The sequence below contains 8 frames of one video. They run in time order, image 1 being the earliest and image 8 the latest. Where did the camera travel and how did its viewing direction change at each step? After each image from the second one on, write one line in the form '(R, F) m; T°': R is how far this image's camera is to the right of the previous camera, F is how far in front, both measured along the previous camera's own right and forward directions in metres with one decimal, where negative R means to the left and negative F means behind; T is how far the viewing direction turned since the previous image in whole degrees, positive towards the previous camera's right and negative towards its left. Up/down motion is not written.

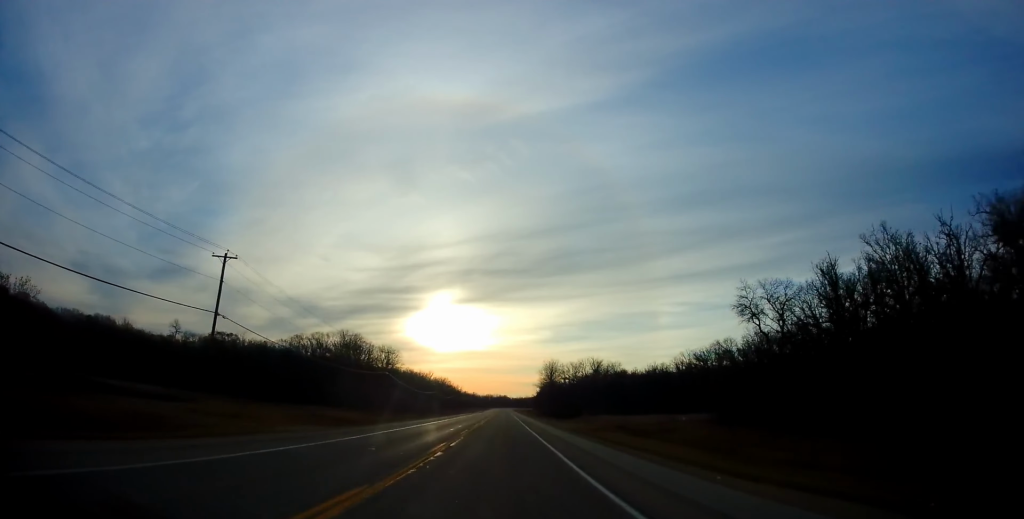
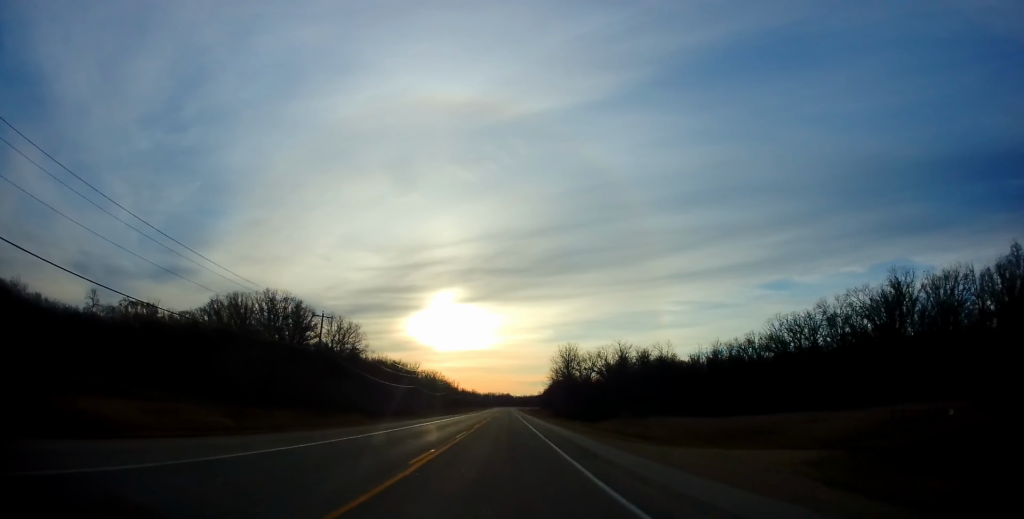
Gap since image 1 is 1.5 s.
(+0.3, +36.6) m; 0°
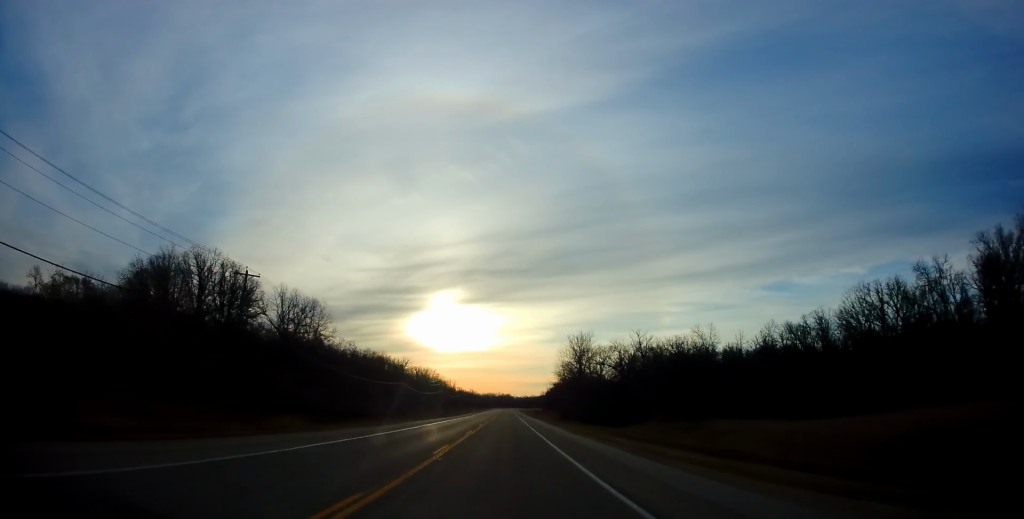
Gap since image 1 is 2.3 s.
(-0.2, +17.9) m; -1°
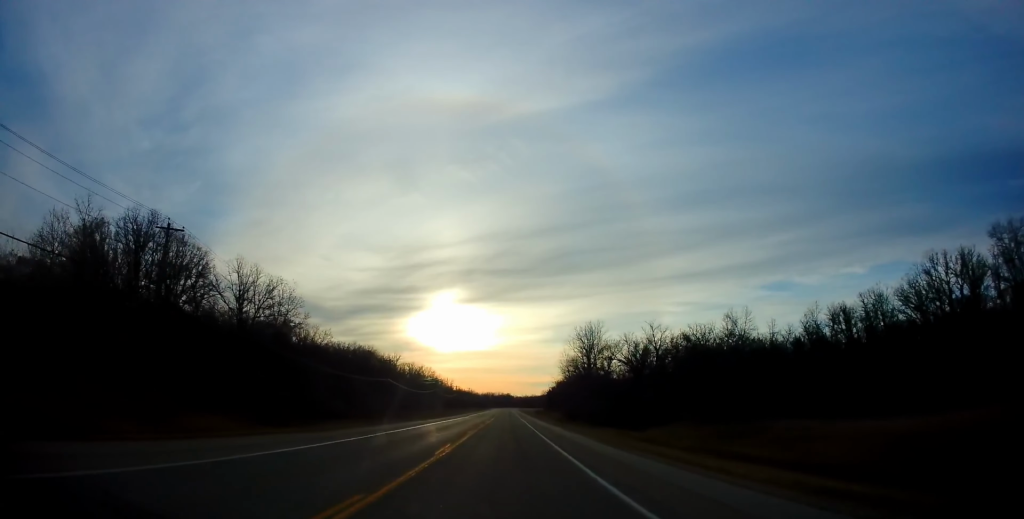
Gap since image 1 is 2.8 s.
(0.0, +10.4) m; 0°
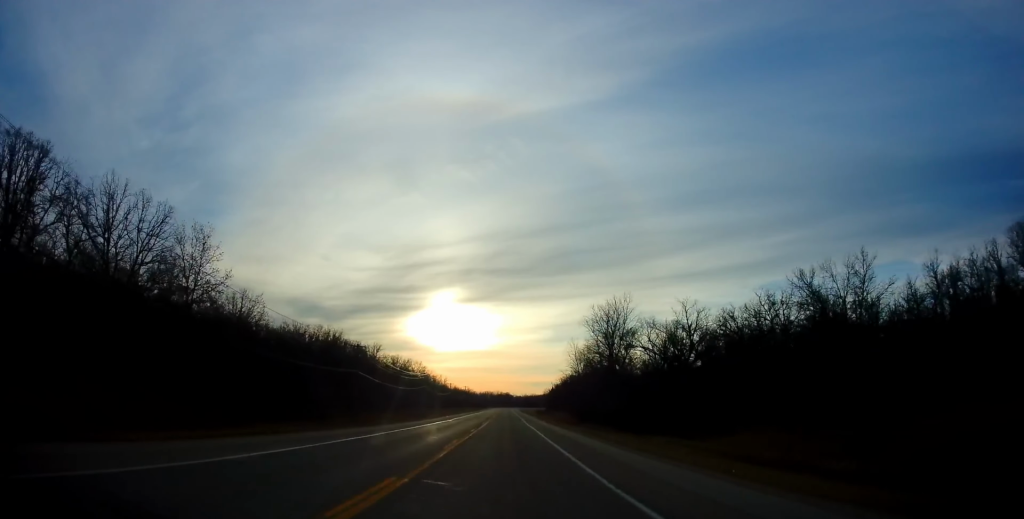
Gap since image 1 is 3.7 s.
(0.0, +20.3) m; 0°
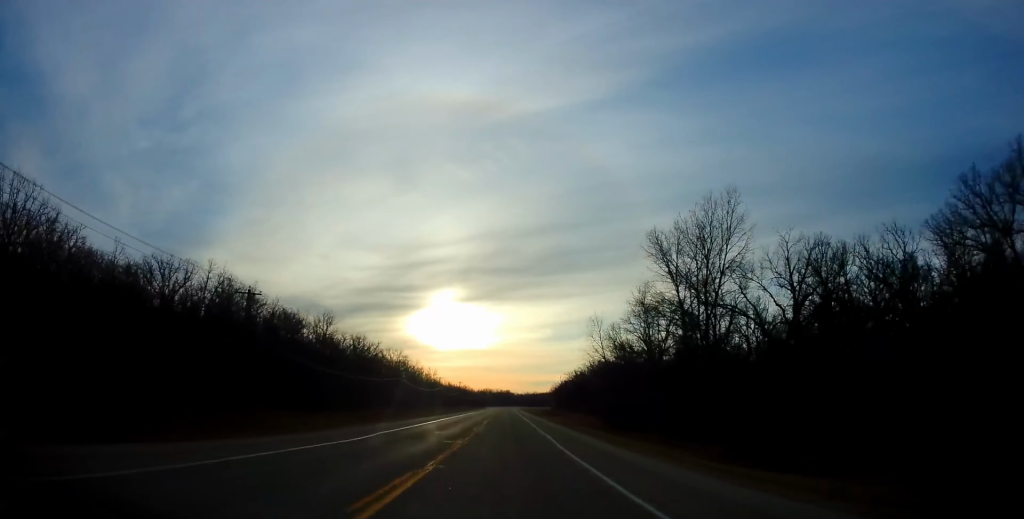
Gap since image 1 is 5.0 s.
(0.0, +38.0) m; 0°
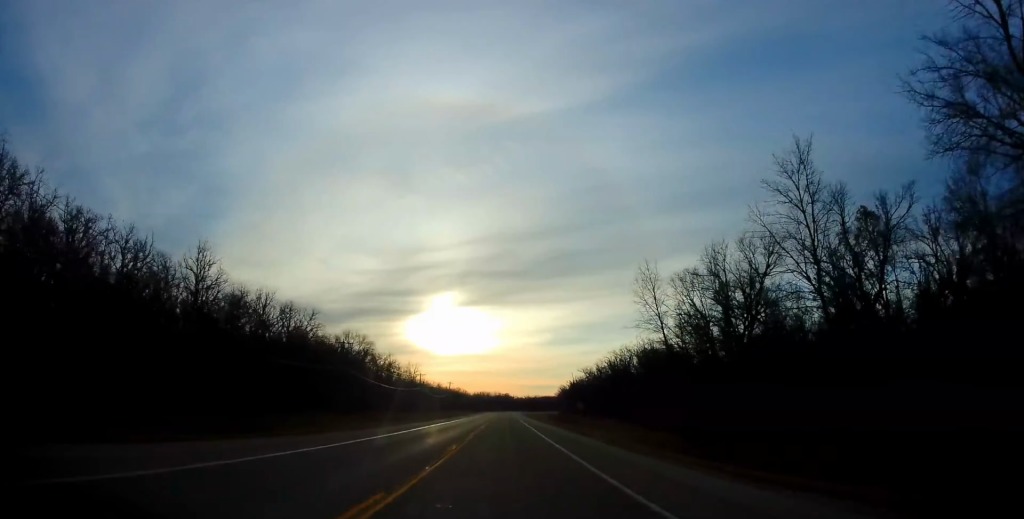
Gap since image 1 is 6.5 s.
(-0.1, +42.2) m; 0°
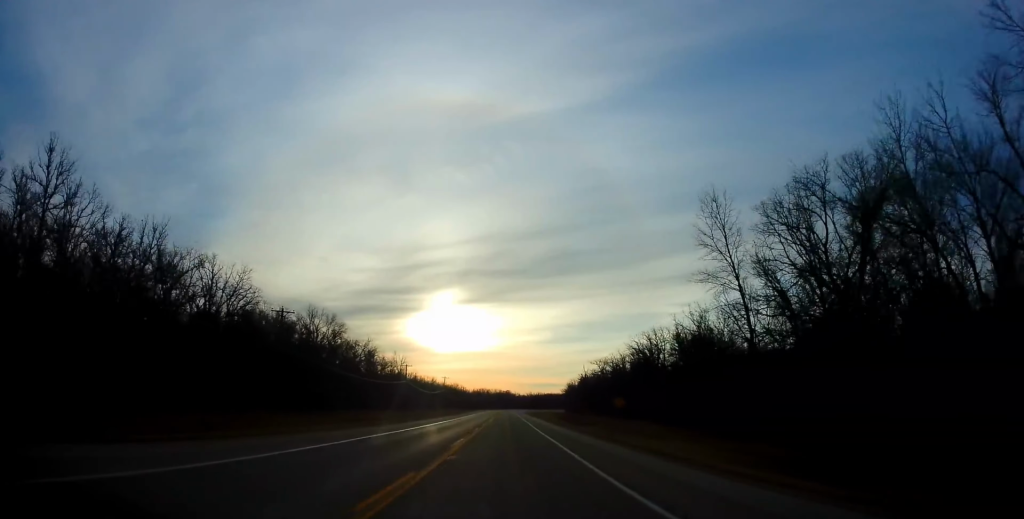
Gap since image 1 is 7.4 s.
(0.0, +23.0) m; 0°
